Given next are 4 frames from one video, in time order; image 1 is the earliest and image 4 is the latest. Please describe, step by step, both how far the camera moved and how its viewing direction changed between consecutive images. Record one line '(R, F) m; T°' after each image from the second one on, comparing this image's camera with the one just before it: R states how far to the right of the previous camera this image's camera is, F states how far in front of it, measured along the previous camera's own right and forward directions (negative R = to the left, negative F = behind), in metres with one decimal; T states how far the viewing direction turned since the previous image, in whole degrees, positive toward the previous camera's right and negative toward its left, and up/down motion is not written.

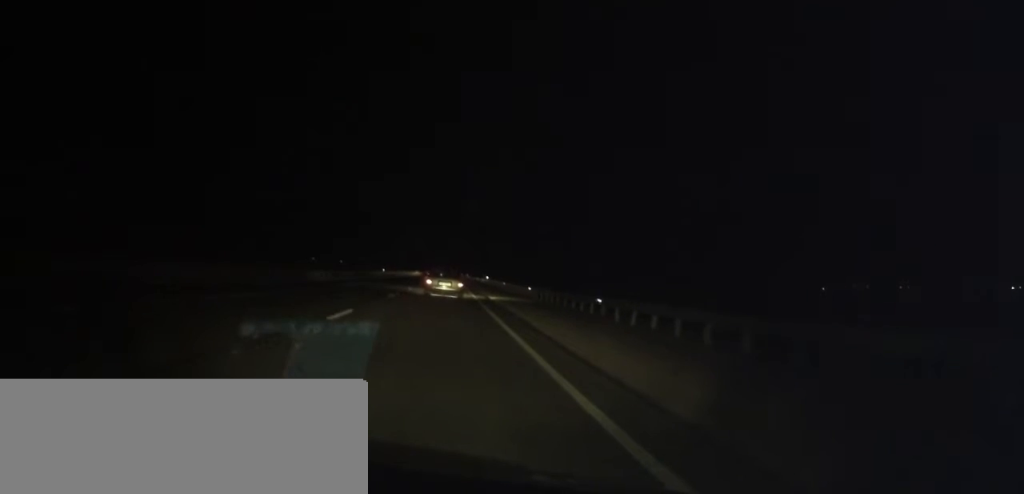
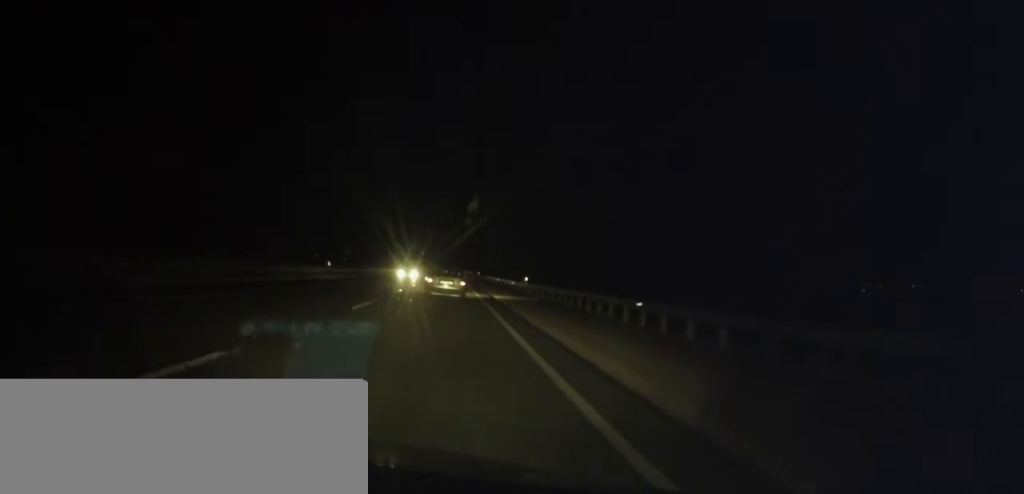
(-0.3, +45.0) m; 0°
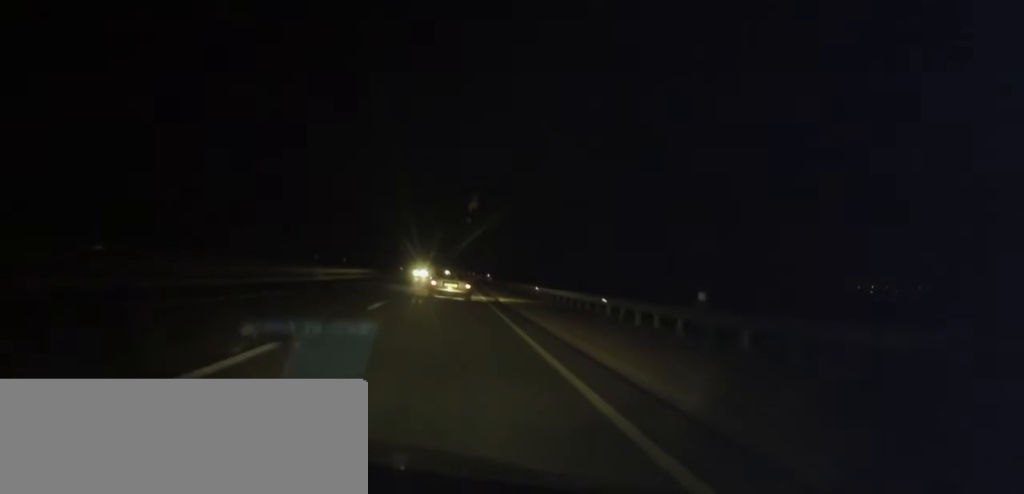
(+0.1, +34.9) m; 0°
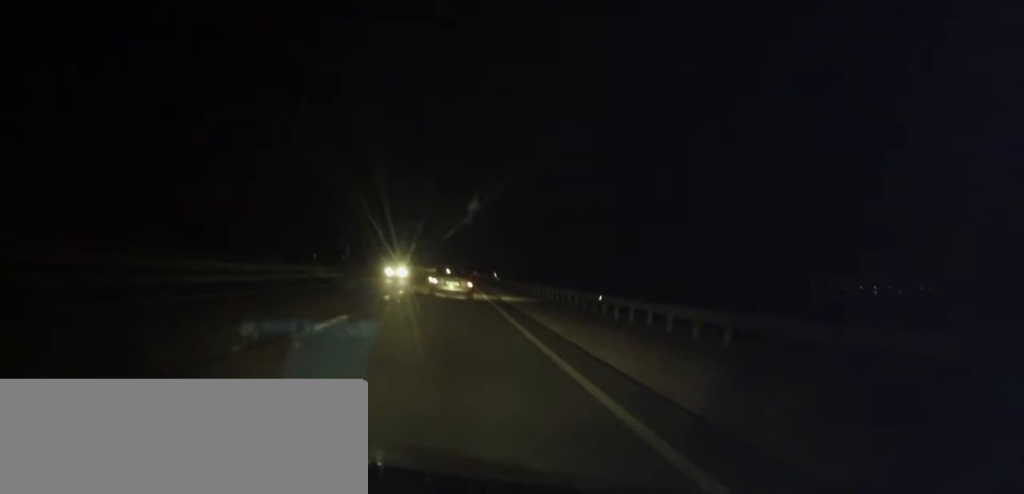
(-0.1, +18.9) m; 0°
